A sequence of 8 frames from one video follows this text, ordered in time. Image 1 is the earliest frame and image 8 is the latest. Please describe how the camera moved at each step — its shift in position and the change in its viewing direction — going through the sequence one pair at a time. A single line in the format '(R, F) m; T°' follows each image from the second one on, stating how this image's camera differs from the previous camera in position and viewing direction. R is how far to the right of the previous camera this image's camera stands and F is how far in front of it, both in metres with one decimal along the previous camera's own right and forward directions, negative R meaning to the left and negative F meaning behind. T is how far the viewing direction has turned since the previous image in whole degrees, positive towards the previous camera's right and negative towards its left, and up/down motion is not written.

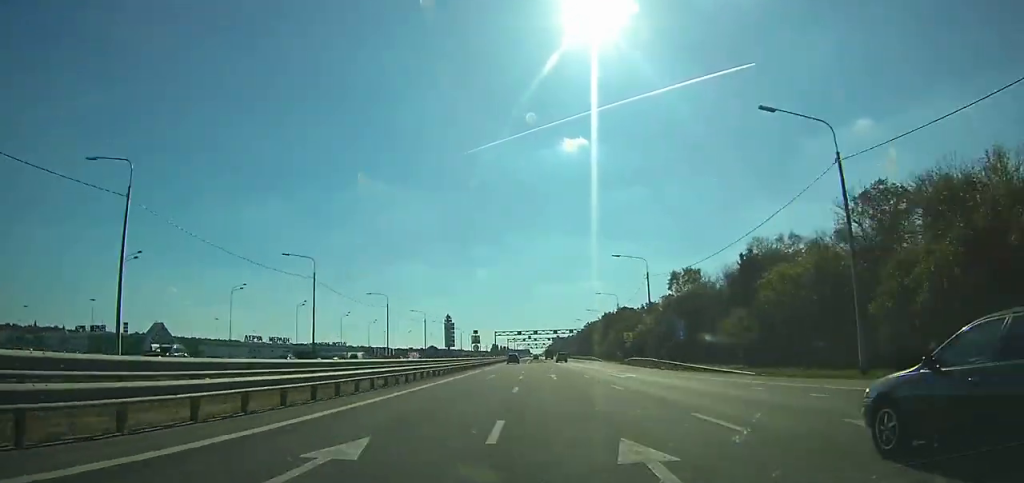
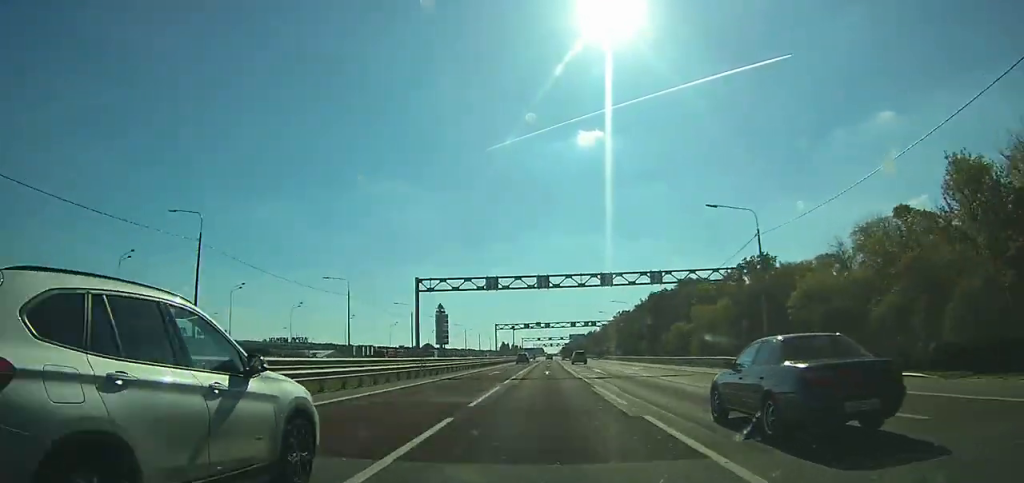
(-0.2, +90.3) m; 0°
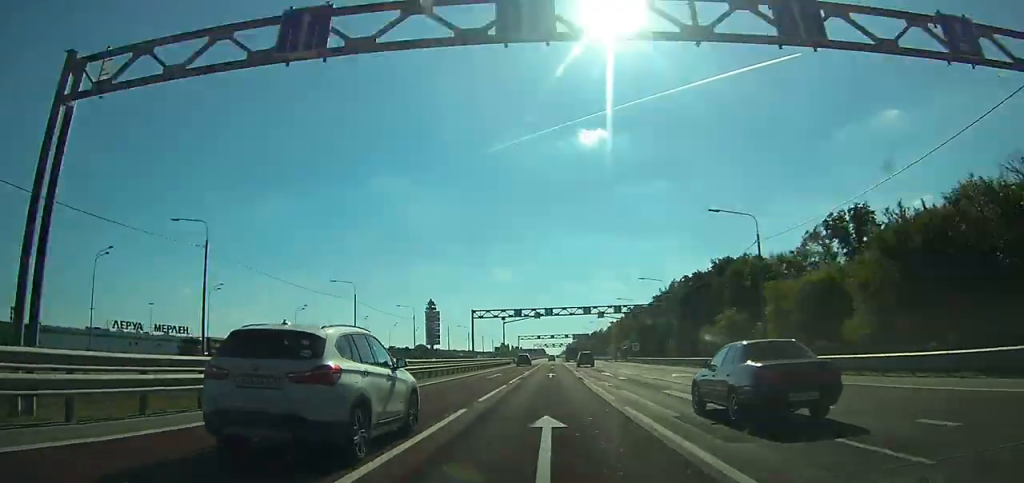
(-0.1, +33.5) m; 0°
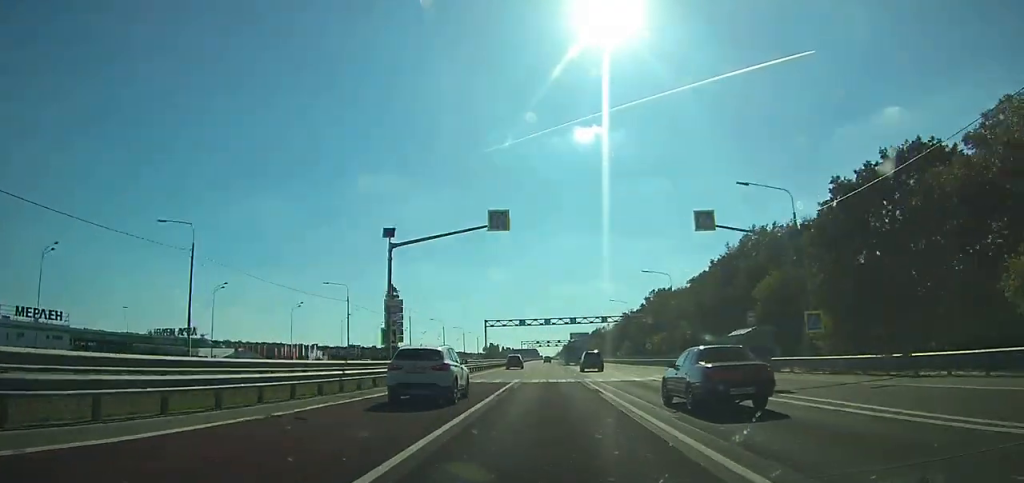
(0.0, +68.6) m; 0°
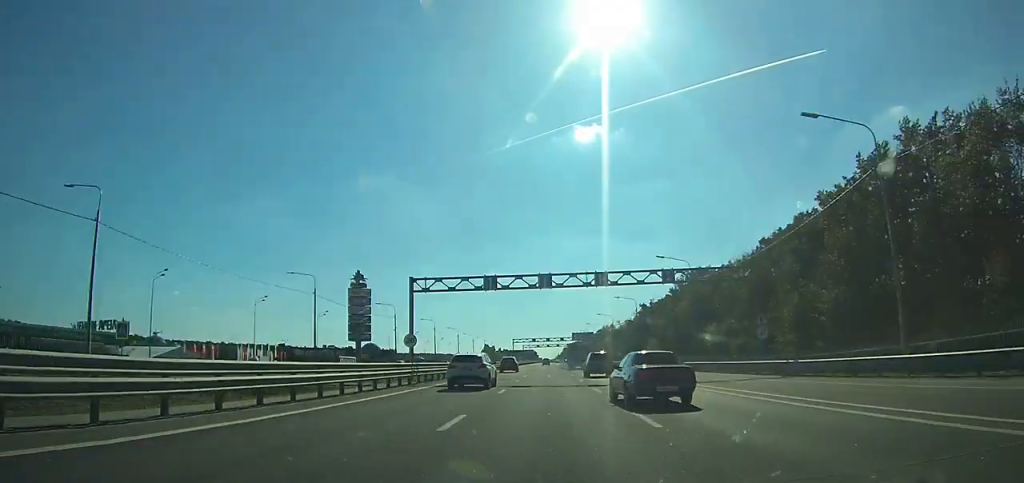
(+0.1, +45.1) m; 0°
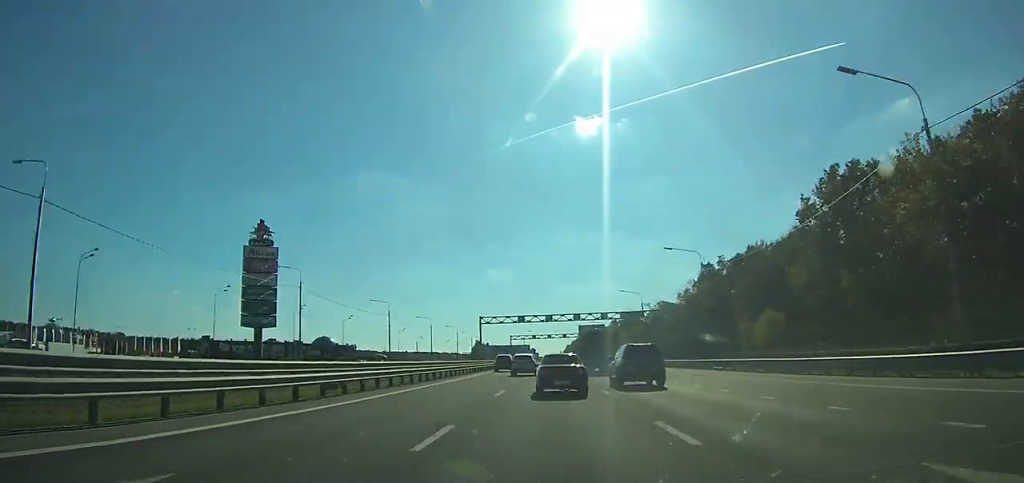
(+0.2, +75.0) m; 0°
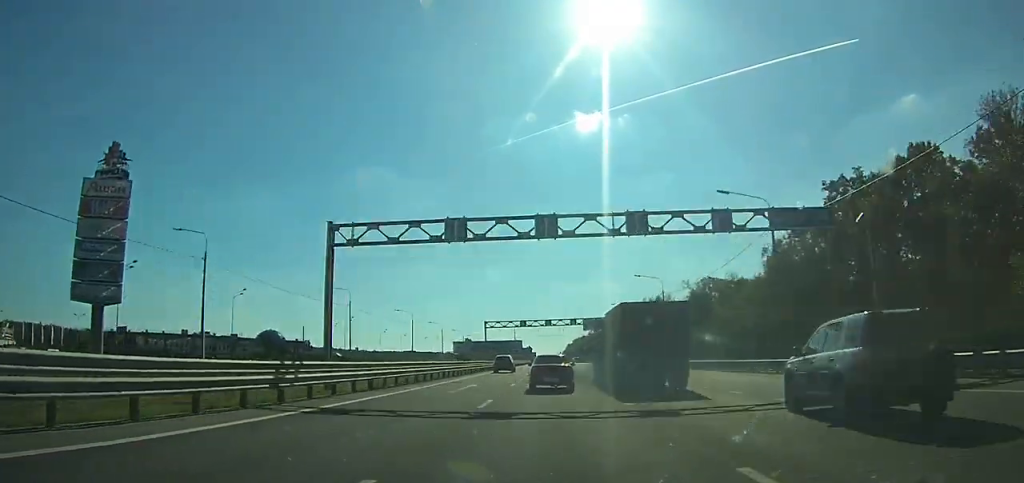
(-0.1, +54.2) m; 0°
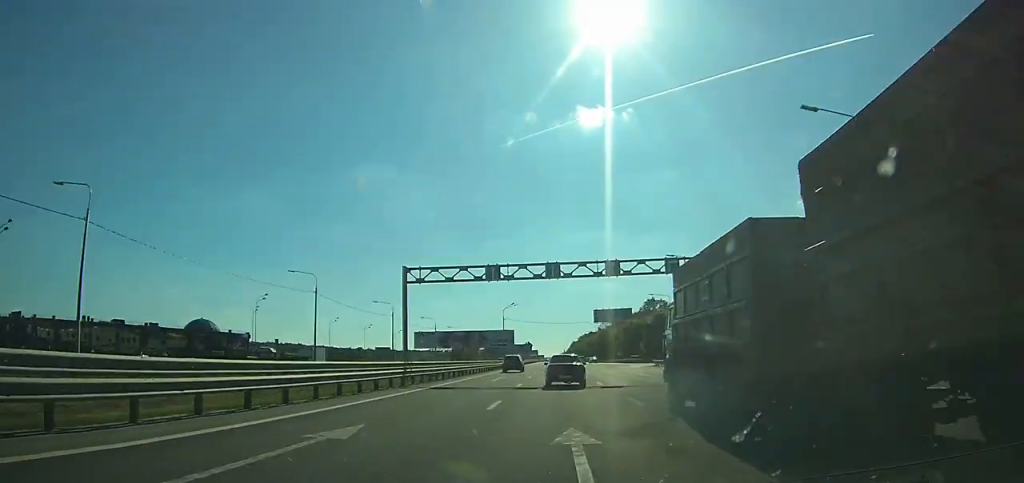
(-0.1, +49.7) m; 0°
